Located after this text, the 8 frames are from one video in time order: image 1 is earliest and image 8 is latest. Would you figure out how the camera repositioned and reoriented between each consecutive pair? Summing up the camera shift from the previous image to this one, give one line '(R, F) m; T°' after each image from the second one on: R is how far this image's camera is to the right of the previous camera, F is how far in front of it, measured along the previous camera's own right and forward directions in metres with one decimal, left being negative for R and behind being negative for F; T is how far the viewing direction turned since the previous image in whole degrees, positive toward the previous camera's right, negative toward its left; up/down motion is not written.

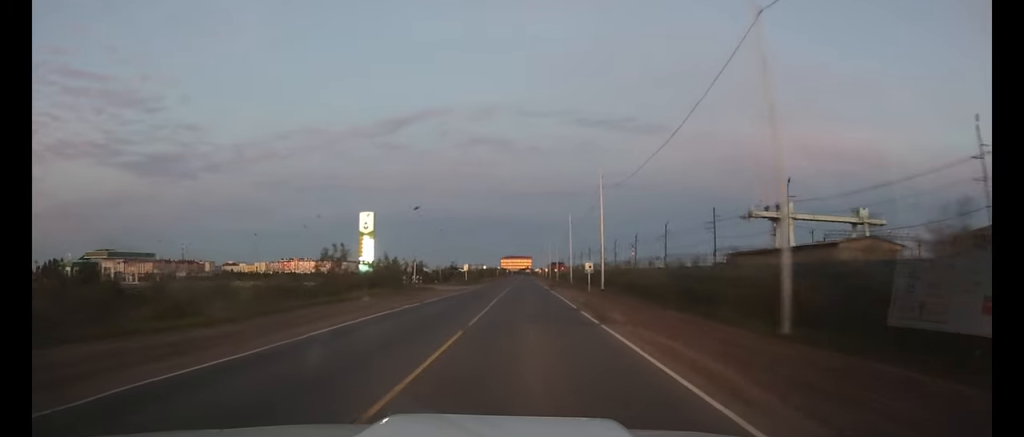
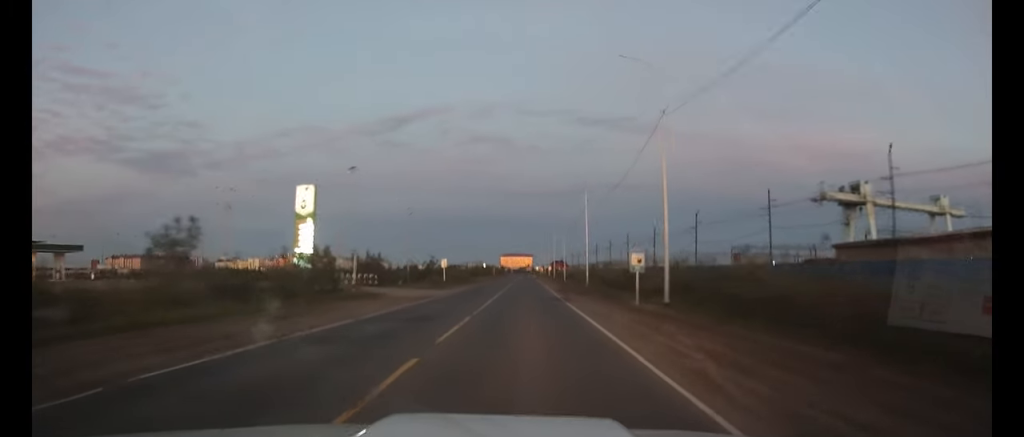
(0.0, +22.9) m; 0°
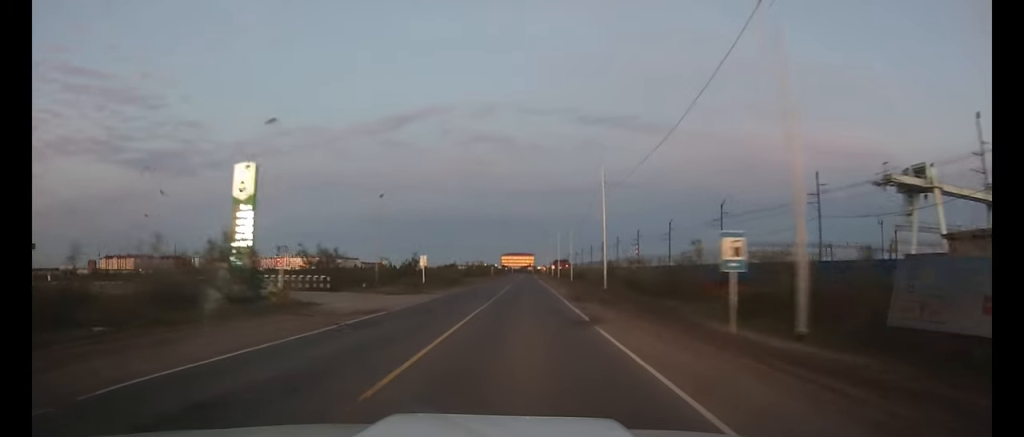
(0.0, +13.6) m; 0°
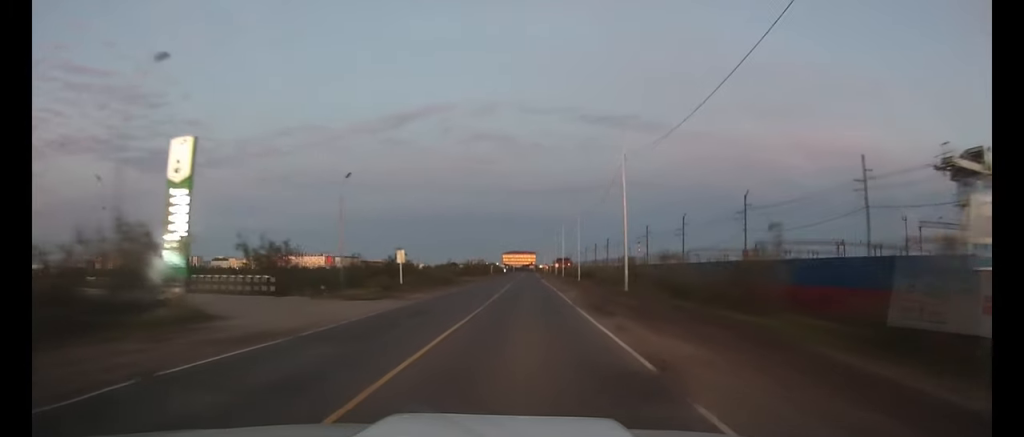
(0.0, +9.7) m; 0°
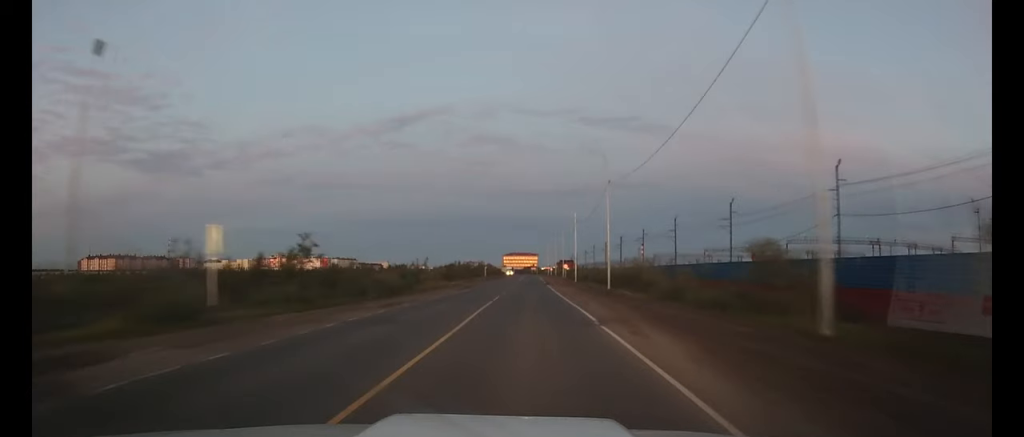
(0.0, +26.3) m; 0°
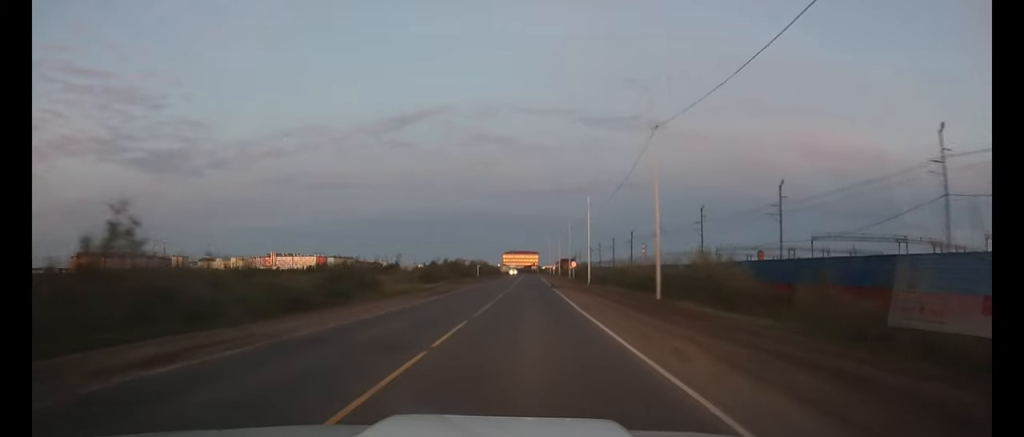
(0.0, +17.8) m; 0°
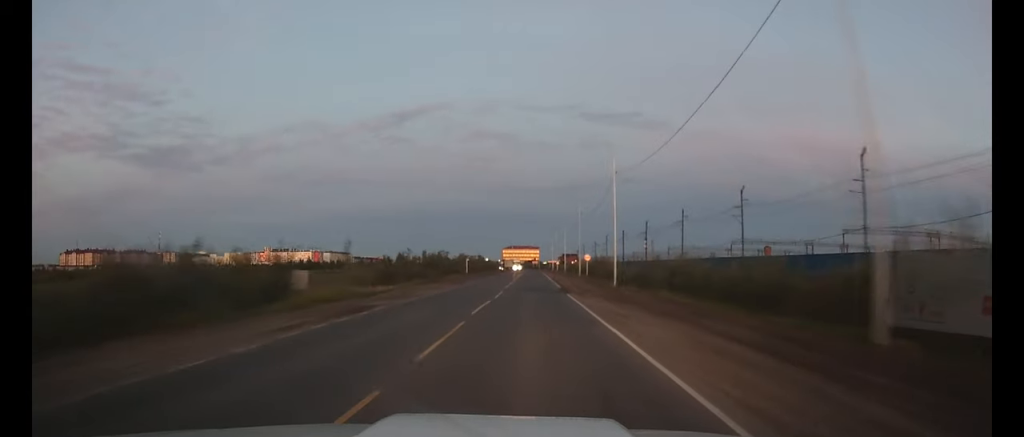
(0.0, +19.0) m; 0°
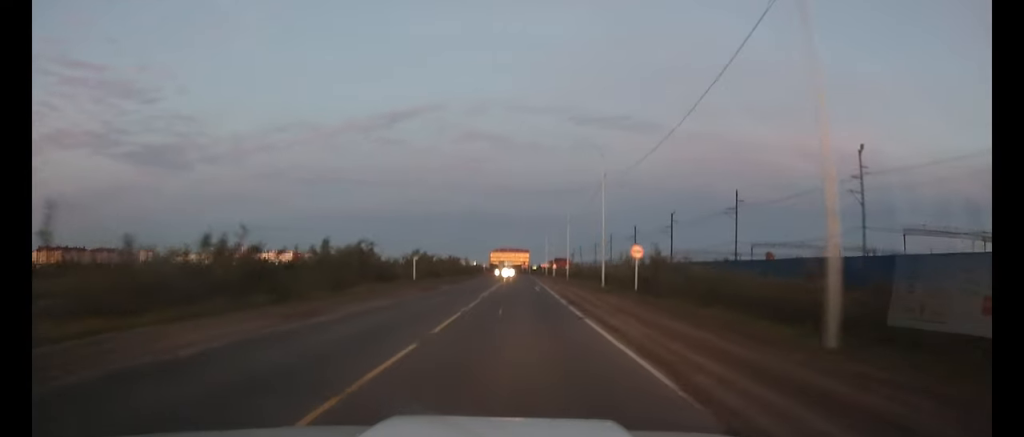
(+0.2, +33.3) m; +1°
